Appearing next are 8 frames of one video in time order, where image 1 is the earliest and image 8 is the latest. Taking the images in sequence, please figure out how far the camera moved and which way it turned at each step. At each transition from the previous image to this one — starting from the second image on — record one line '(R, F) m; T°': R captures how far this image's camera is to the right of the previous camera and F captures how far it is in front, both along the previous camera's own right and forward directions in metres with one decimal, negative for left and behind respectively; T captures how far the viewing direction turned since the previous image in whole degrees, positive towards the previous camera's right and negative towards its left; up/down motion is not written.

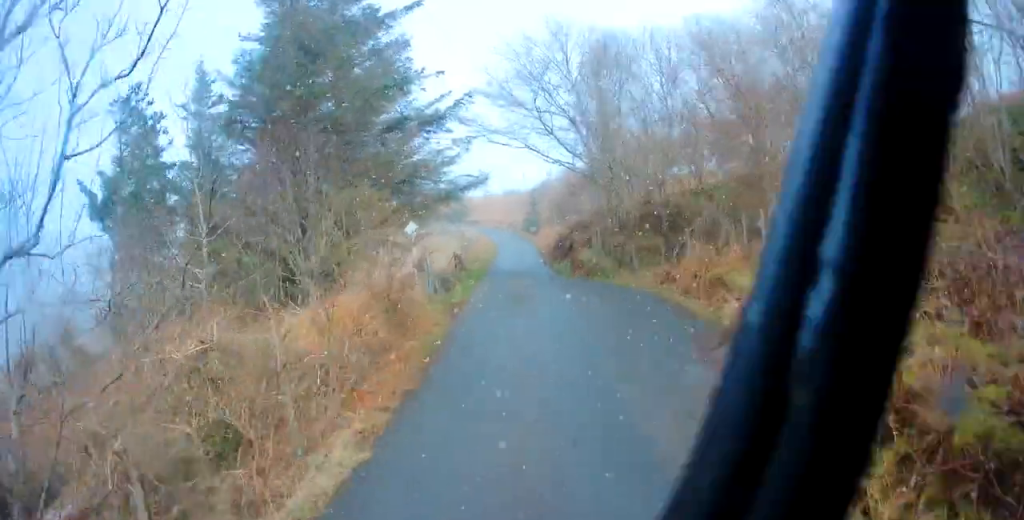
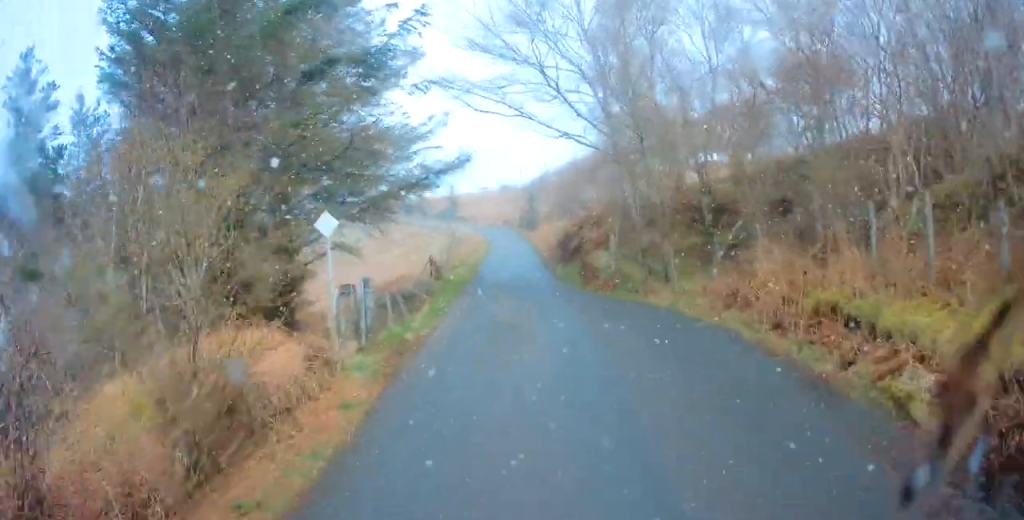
(-0.6, +6.8) m; -2°
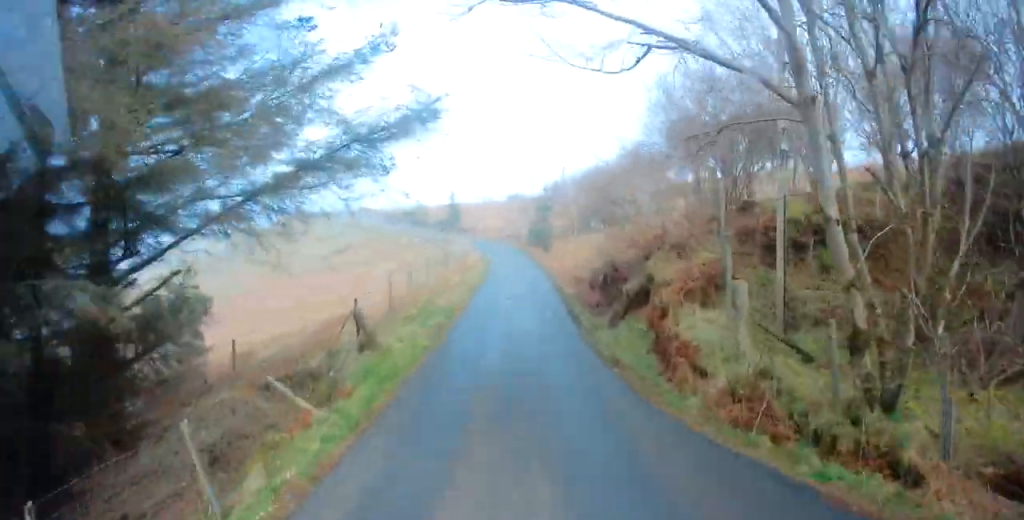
(-0.2, +11.4) m; -1°
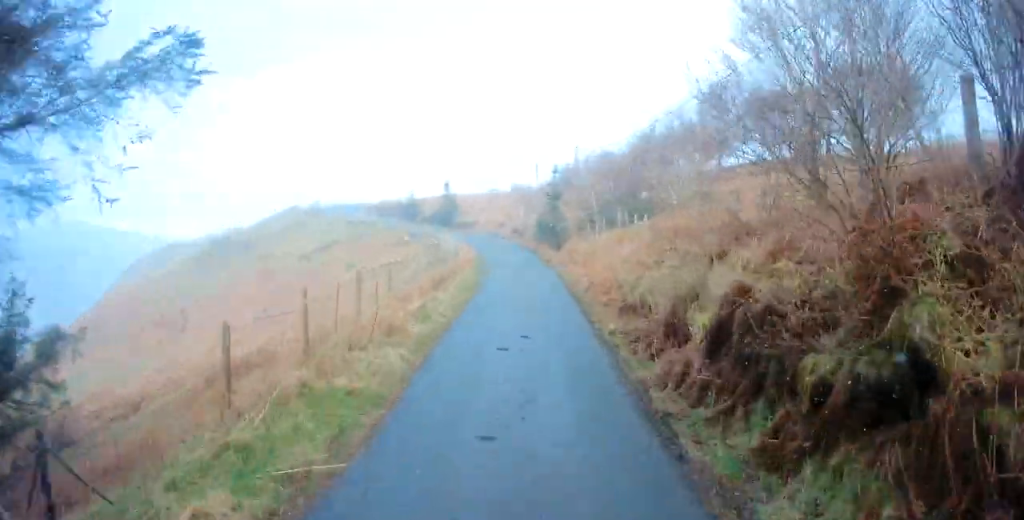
(0.0, +8.5) m; -1°
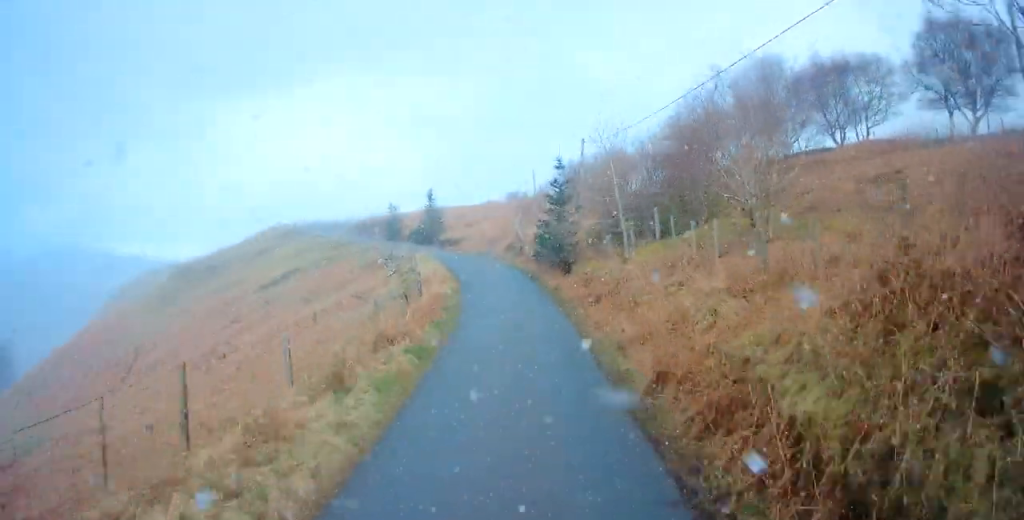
(-0.2, +8.9) m; -2°
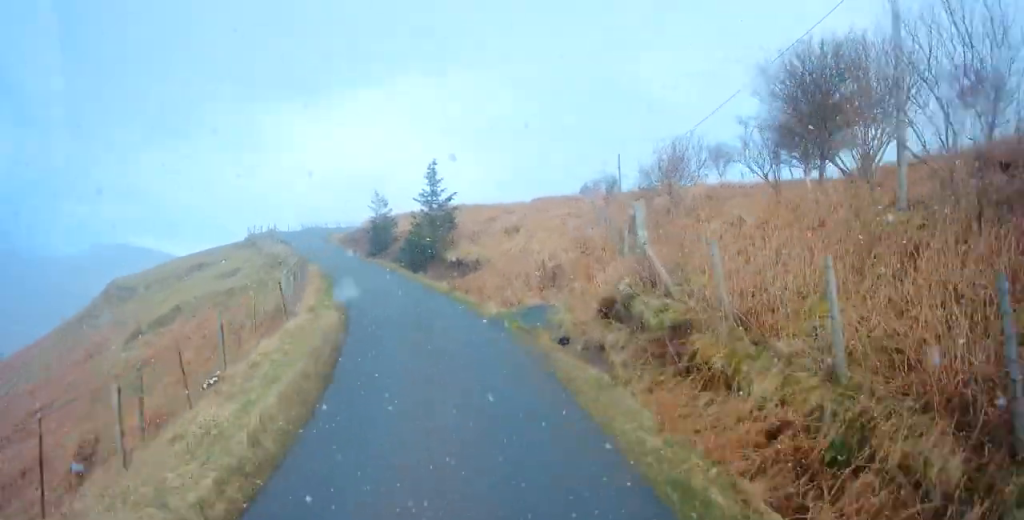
(+1.9, +28.1) m; -1°
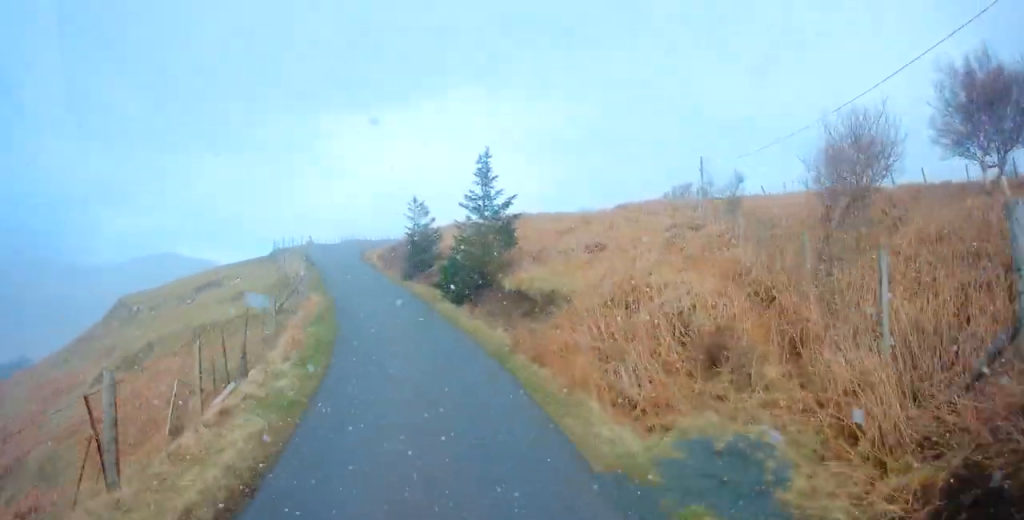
(-1.1, +6.8) m; -16°
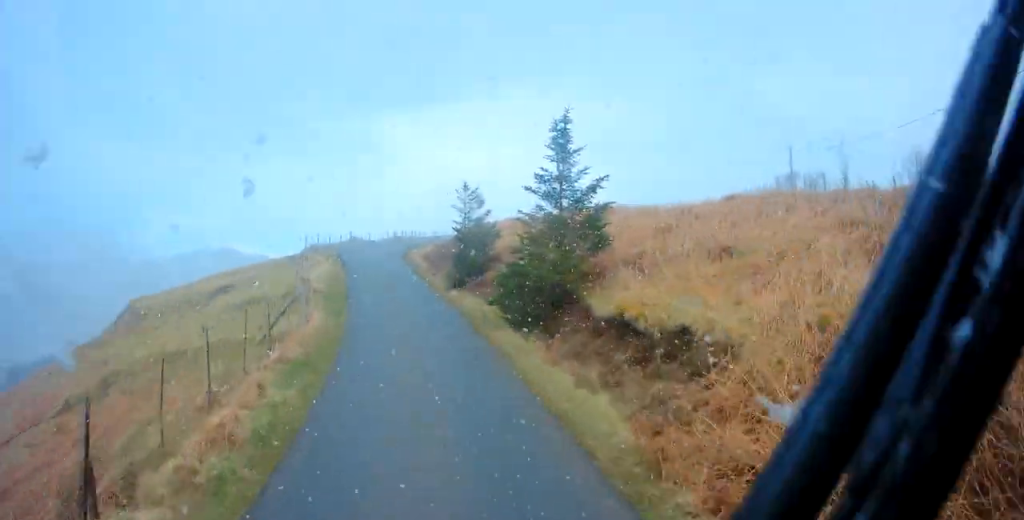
(-1.6, +5.4) m; -14°
